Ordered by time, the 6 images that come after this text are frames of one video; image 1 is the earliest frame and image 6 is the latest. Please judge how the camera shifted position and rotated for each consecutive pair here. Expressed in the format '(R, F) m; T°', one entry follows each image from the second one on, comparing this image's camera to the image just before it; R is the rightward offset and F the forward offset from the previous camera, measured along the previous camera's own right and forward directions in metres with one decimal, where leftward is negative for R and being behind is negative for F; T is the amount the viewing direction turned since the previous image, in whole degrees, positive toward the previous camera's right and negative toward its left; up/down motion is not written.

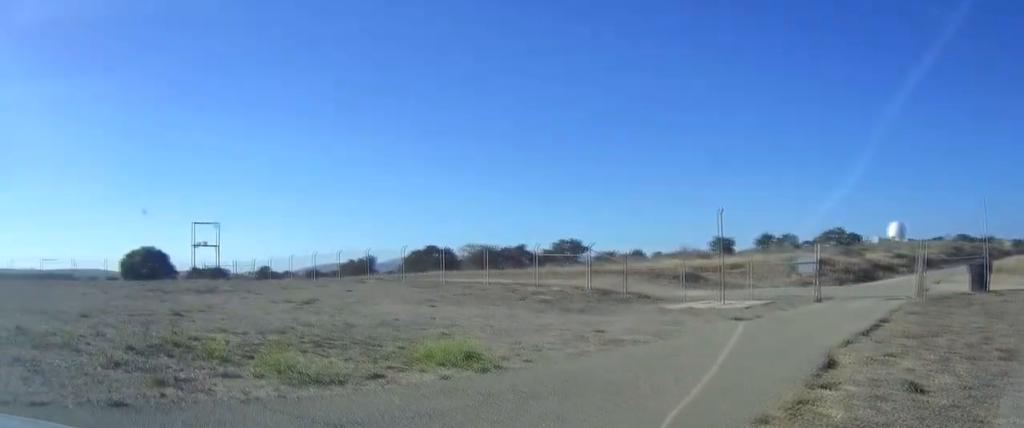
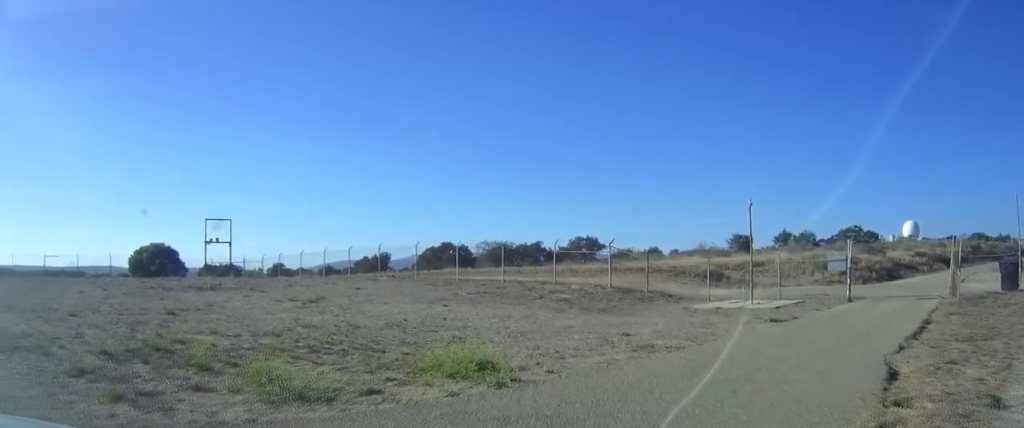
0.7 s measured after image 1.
(-0.1, +1.7) m; -7°
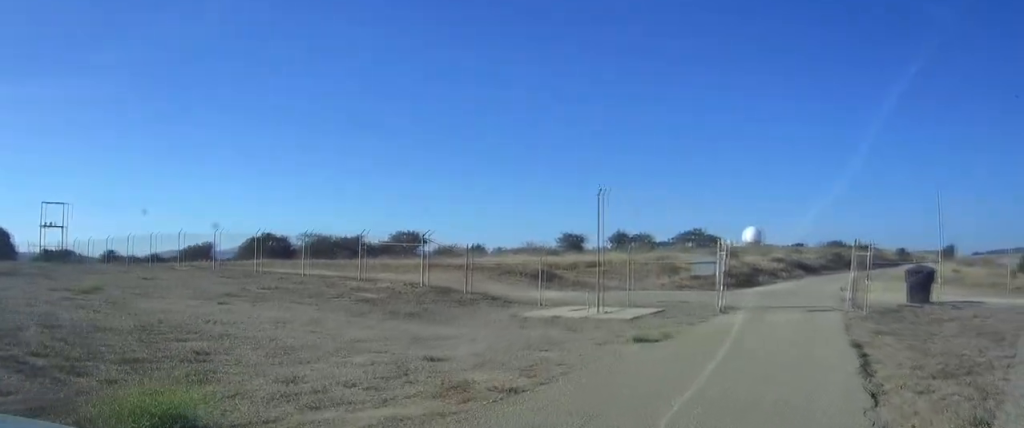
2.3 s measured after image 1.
(+0.2, +4.7) m; +11°
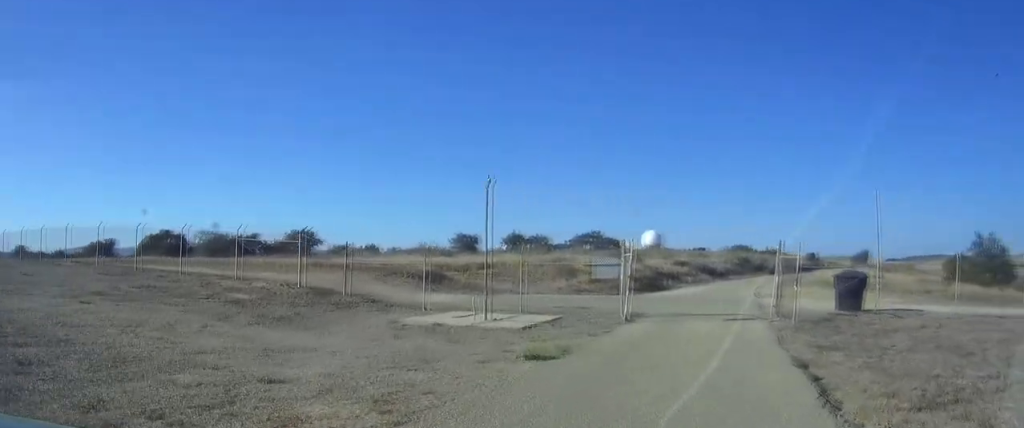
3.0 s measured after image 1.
(+0.1, +2.0) m; +6°
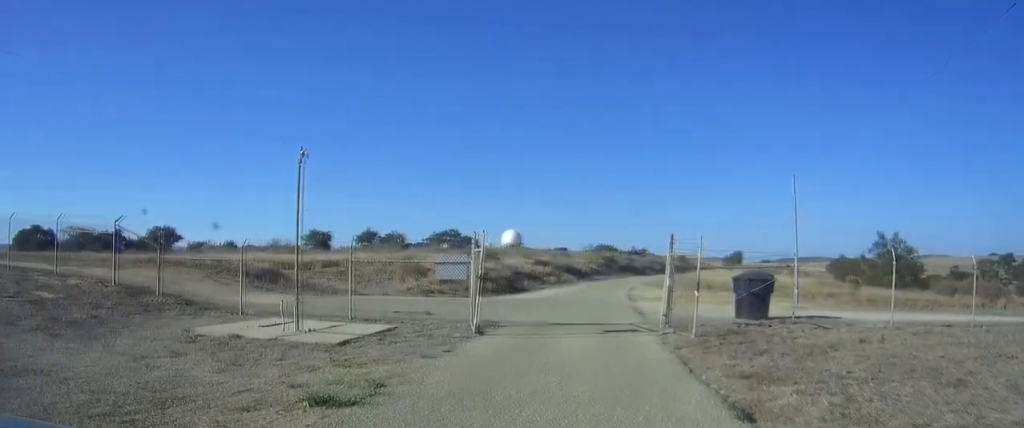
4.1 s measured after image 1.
(+0.3, +3.3) m; +9°
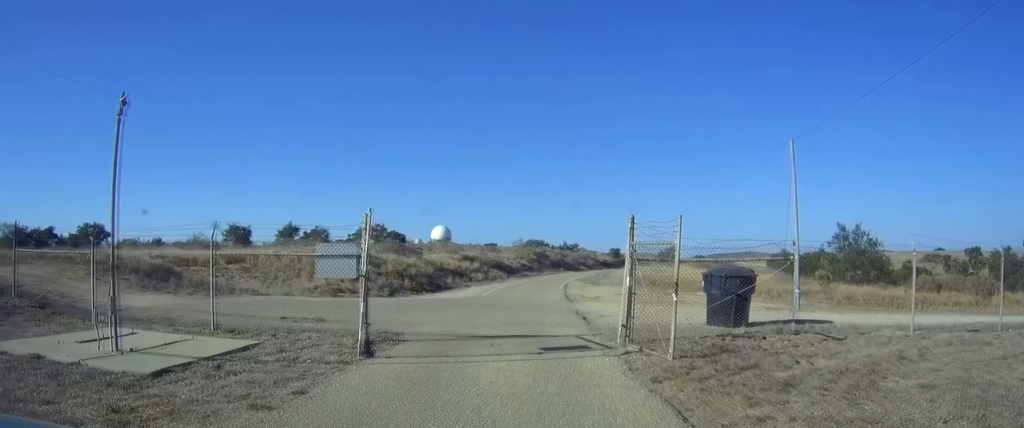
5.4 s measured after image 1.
(+0.2, +3.5) m; +8°
